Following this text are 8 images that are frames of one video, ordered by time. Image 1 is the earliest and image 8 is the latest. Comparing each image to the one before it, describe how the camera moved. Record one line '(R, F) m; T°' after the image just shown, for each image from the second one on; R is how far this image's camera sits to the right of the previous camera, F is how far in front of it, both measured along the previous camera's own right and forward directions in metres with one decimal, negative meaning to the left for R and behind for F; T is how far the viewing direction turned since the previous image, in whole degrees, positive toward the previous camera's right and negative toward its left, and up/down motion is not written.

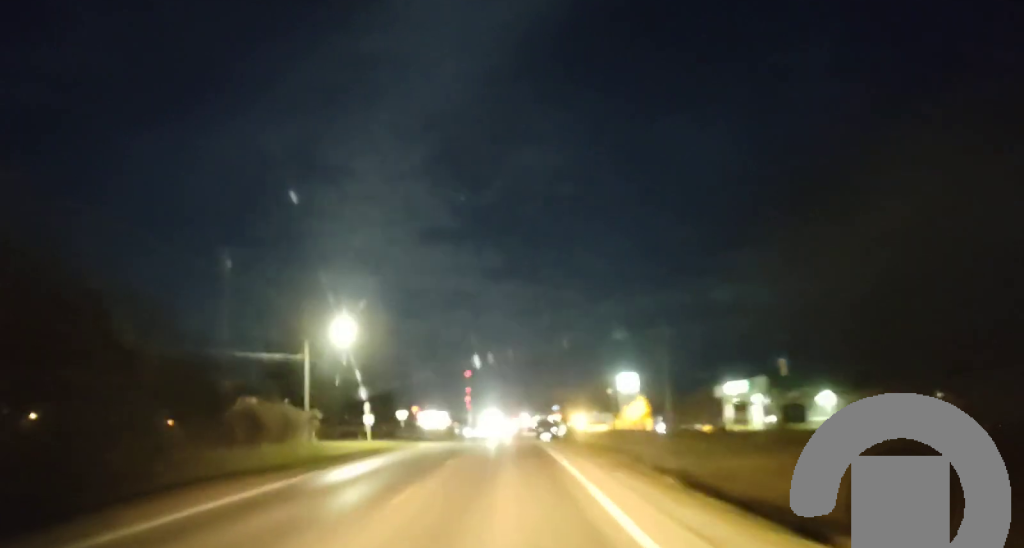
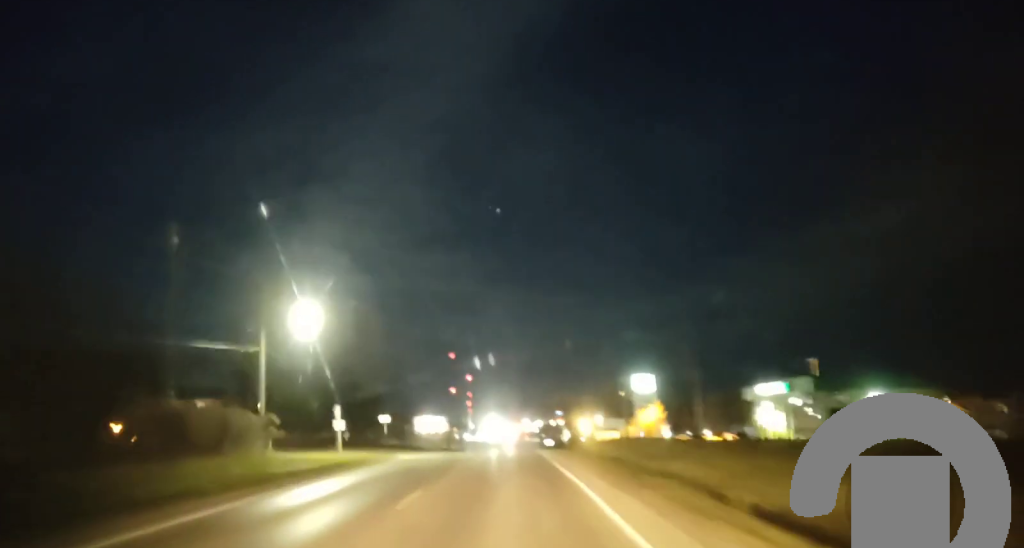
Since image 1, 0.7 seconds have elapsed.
(-0.2, +10.8) m; 0°
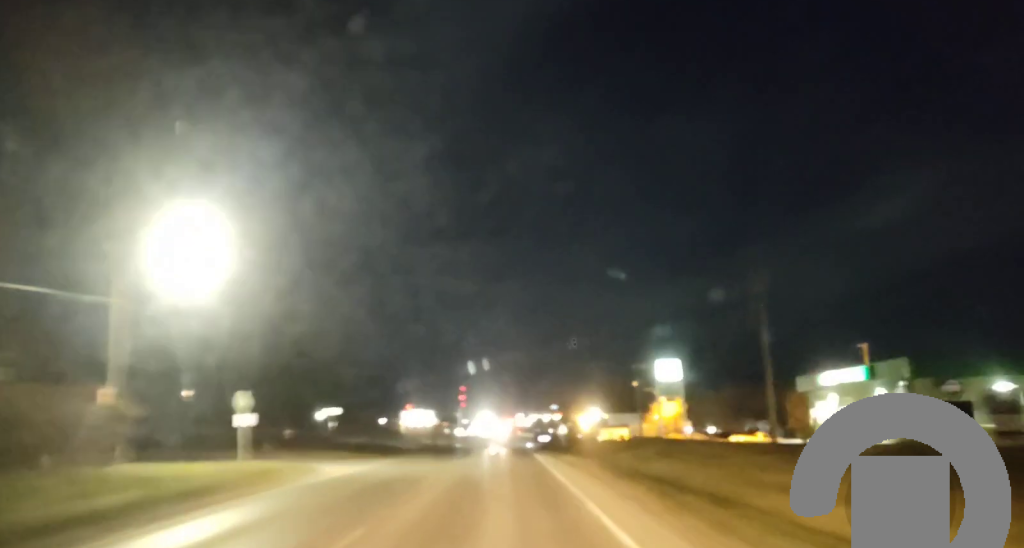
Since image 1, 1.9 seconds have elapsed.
(+0.3, +18.7) m; 0°
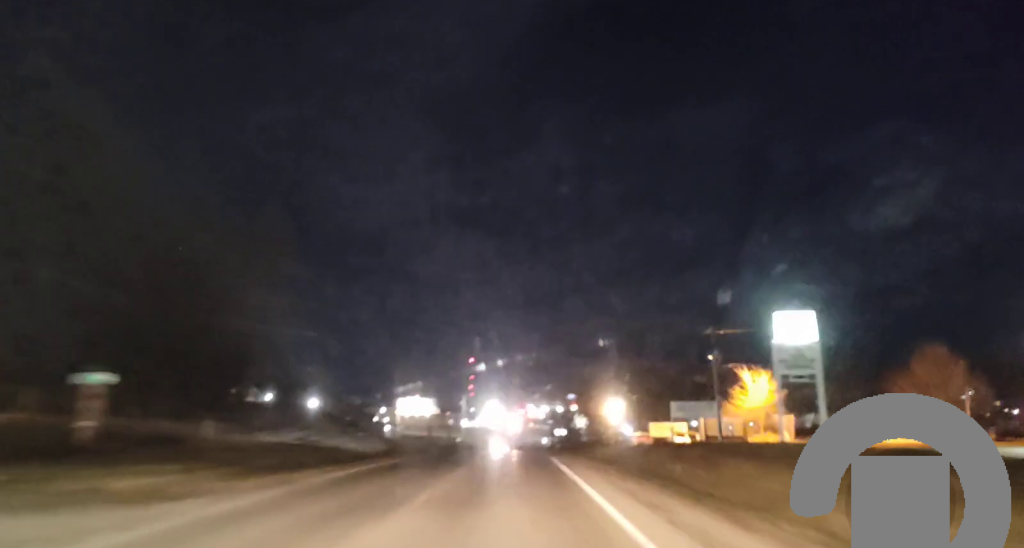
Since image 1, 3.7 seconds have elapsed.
(-0.5, +28.8) m; -2°
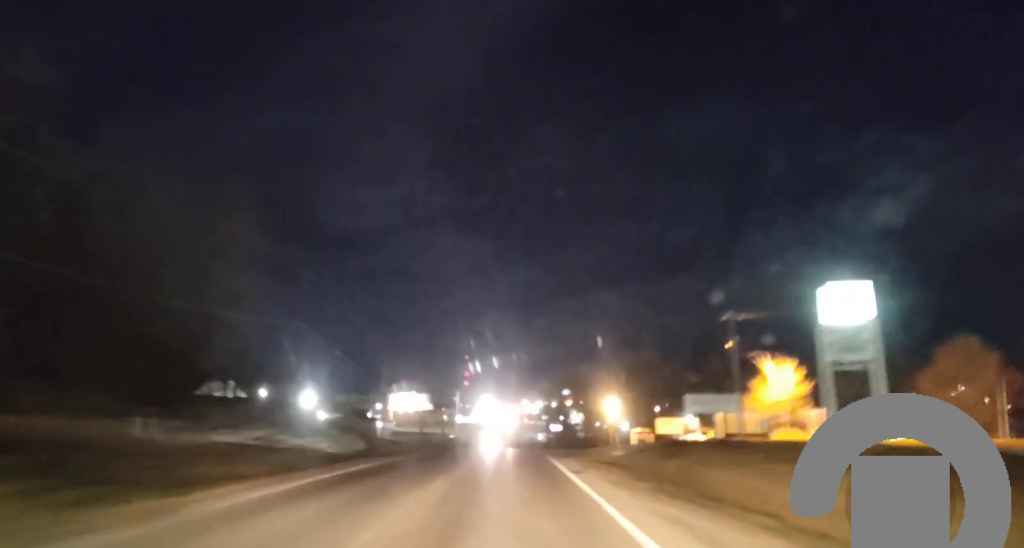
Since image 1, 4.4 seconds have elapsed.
(-0.1, +9.4) m; 0°
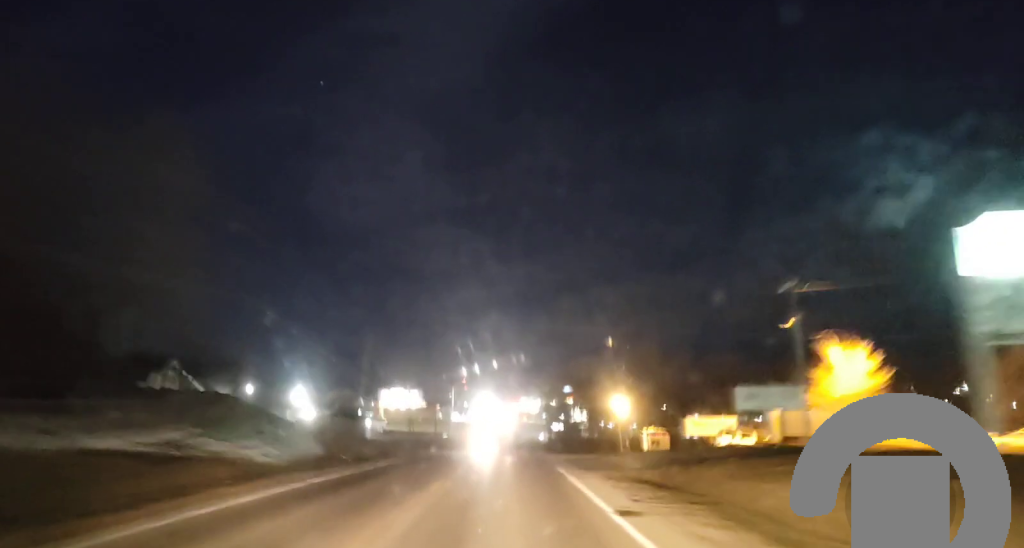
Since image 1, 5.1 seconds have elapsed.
(0.0, +11.1) m; 0°
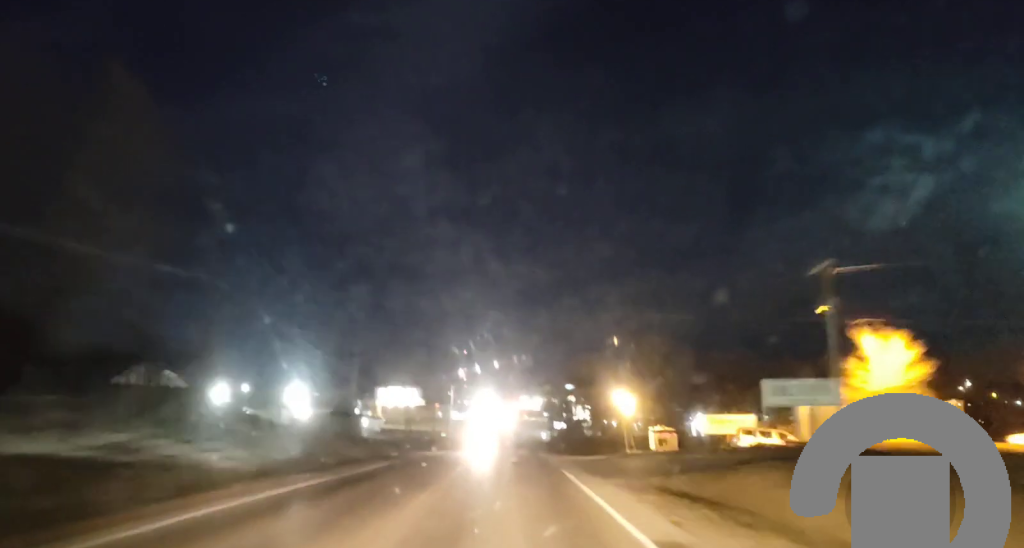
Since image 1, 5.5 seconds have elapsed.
(+0.1, +5.9) m; 0°
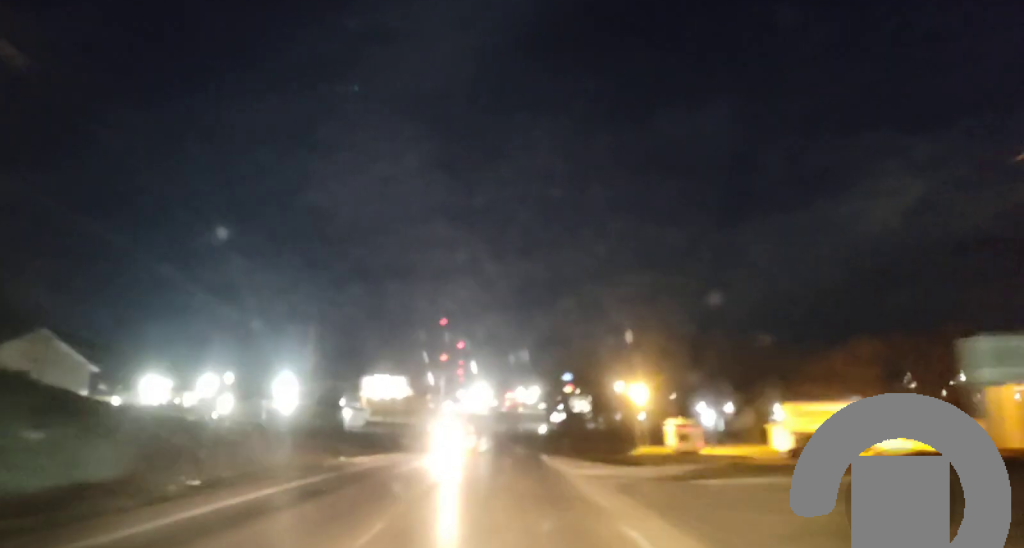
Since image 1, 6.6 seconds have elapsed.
(-0.1, +16.8) m; +1°
